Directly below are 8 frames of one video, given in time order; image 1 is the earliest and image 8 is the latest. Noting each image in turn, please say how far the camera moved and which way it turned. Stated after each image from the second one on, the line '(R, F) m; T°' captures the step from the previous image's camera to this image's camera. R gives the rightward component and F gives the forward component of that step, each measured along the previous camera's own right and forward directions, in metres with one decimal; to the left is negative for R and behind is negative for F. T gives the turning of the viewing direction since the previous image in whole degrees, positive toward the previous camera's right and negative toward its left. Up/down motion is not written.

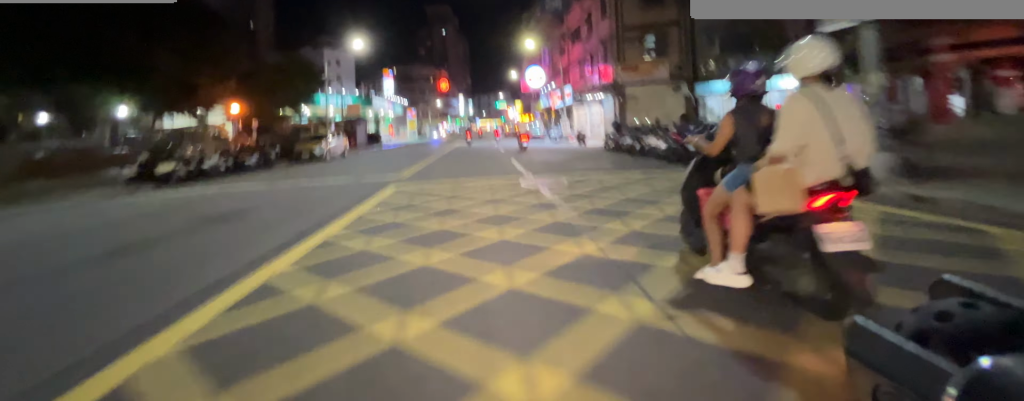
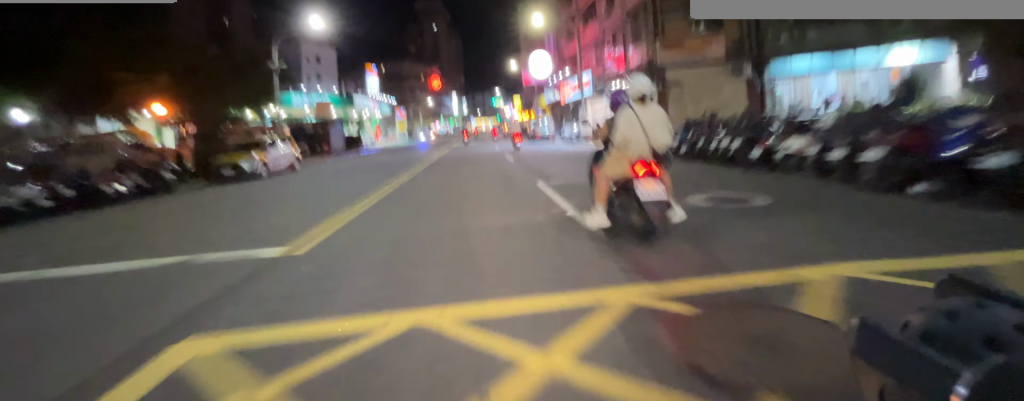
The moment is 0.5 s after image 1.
(0.0, +6.6) m; -1°
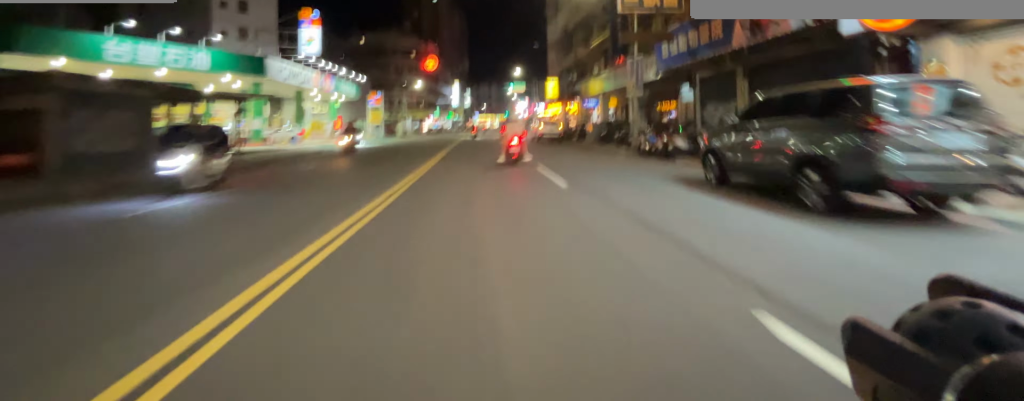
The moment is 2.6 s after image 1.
(-0.5, +25.5) m; -1°
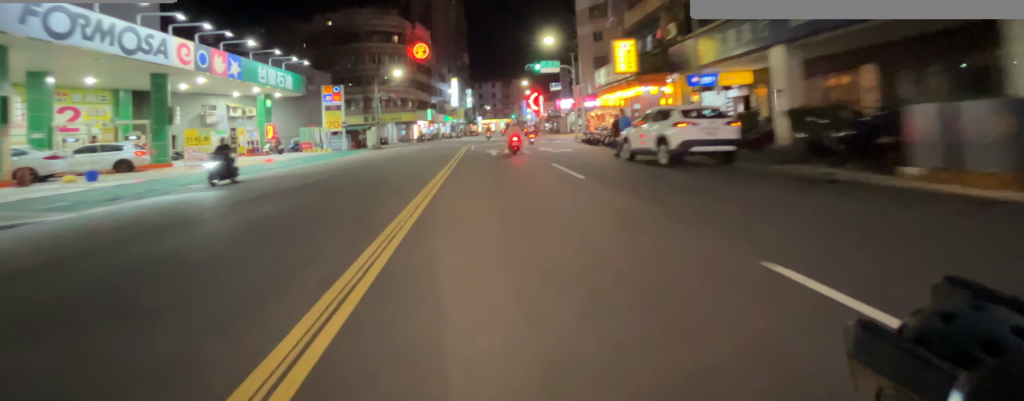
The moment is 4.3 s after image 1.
(0.0, +19.0) m; 0°
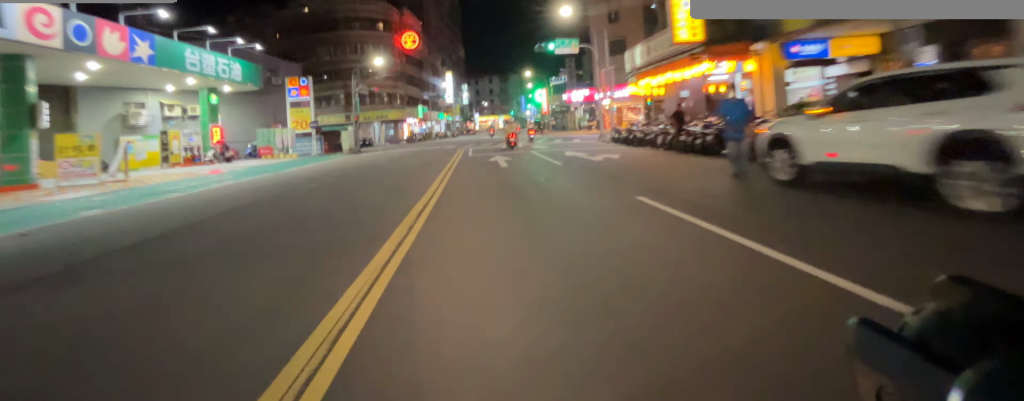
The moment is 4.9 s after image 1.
(0.0, +6.9) m; 0°
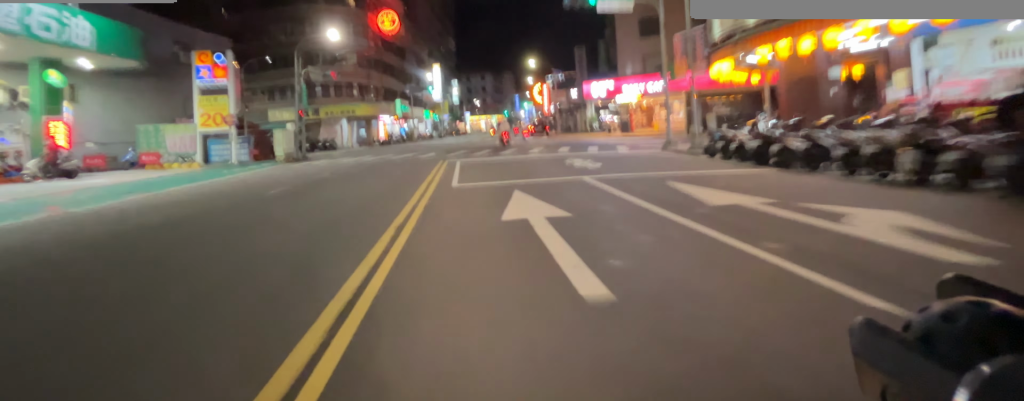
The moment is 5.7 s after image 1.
(0.0, +9.7) m; +1°
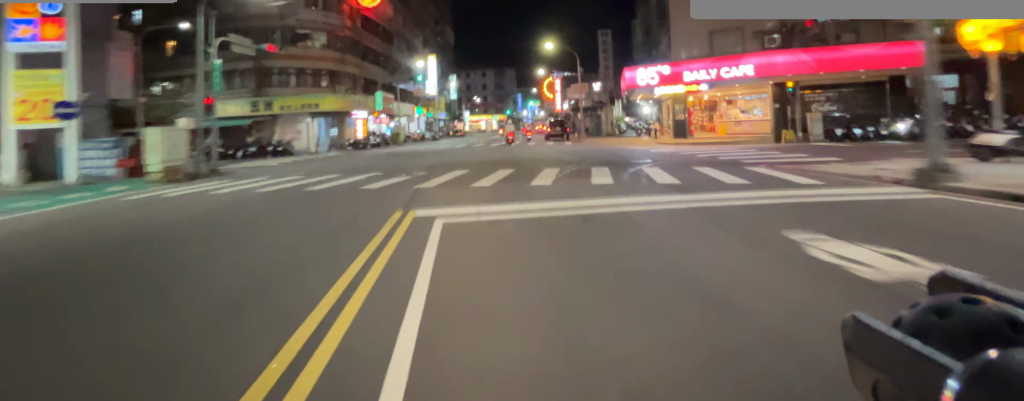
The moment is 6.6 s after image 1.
(+0.2, +9.1) m; +1°
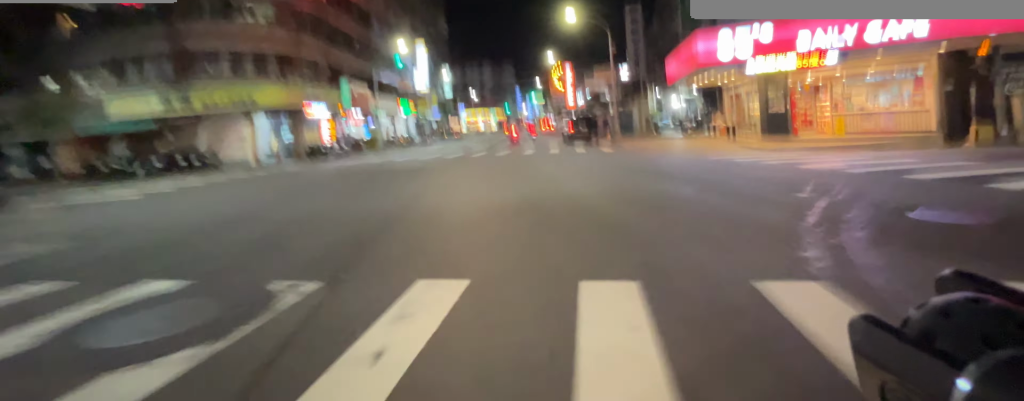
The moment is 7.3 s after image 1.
(+0.1, +8.3) m; +1°
